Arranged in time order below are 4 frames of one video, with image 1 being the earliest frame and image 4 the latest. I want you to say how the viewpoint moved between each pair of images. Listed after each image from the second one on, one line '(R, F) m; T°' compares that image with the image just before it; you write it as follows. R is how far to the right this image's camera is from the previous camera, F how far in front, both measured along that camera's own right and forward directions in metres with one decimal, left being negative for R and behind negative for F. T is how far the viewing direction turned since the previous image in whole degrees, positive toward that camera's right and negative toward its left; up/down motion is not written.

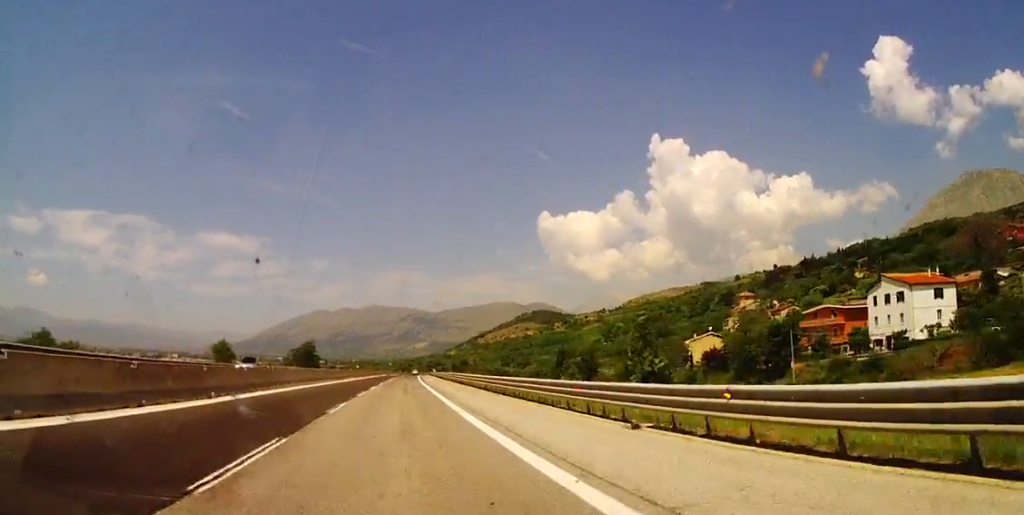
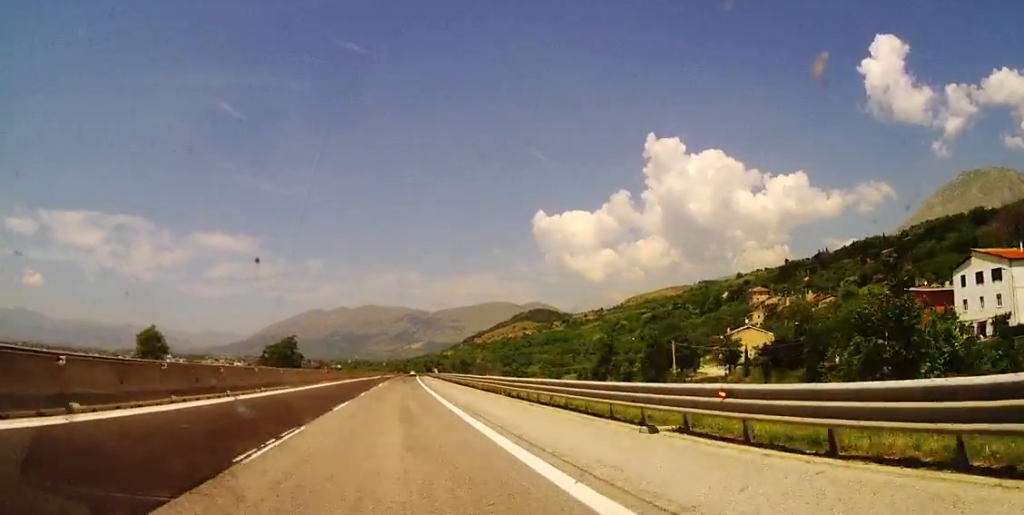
(+0.3, +22.3) m; 0°
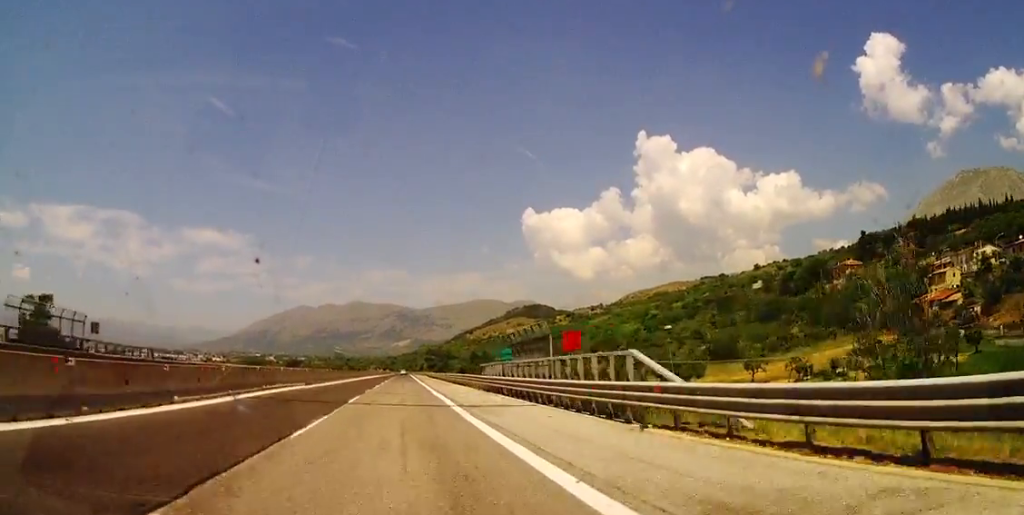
(-0.1, +104.9) m; +1°
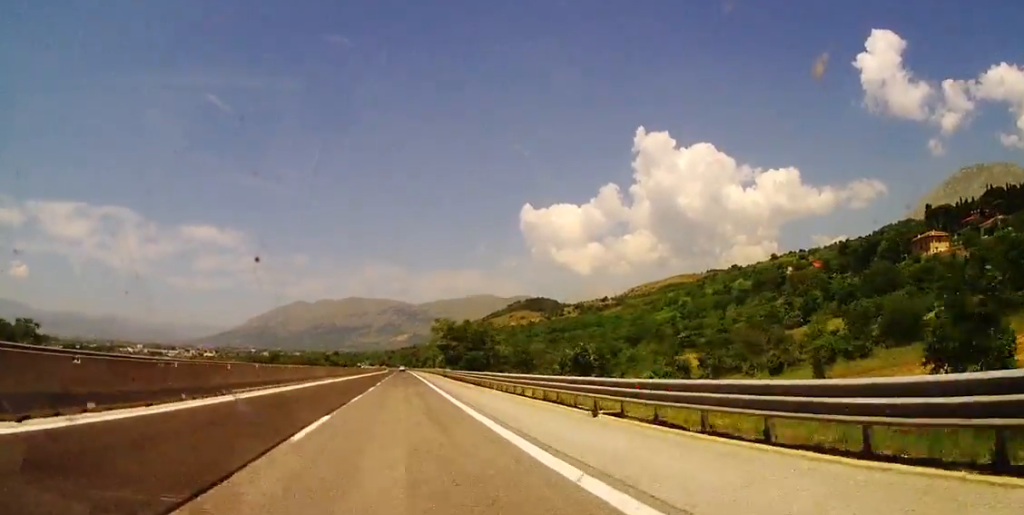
(+2.6, +61.8) m; +7°
